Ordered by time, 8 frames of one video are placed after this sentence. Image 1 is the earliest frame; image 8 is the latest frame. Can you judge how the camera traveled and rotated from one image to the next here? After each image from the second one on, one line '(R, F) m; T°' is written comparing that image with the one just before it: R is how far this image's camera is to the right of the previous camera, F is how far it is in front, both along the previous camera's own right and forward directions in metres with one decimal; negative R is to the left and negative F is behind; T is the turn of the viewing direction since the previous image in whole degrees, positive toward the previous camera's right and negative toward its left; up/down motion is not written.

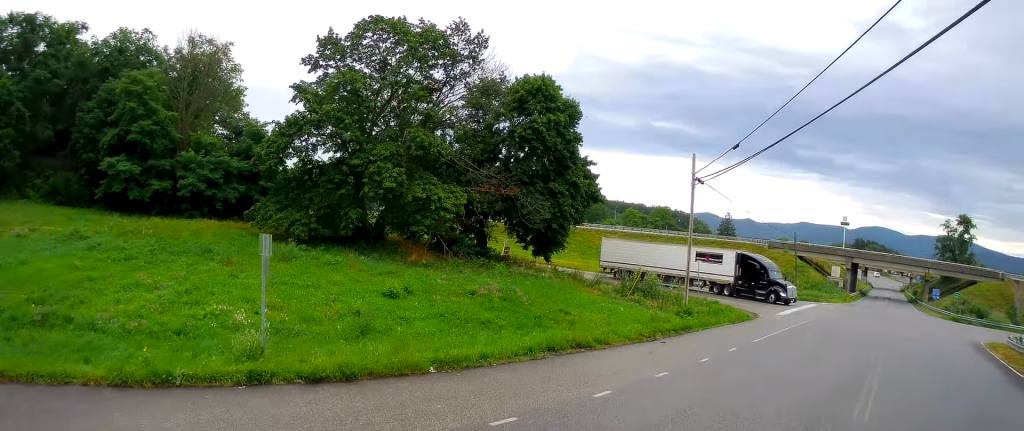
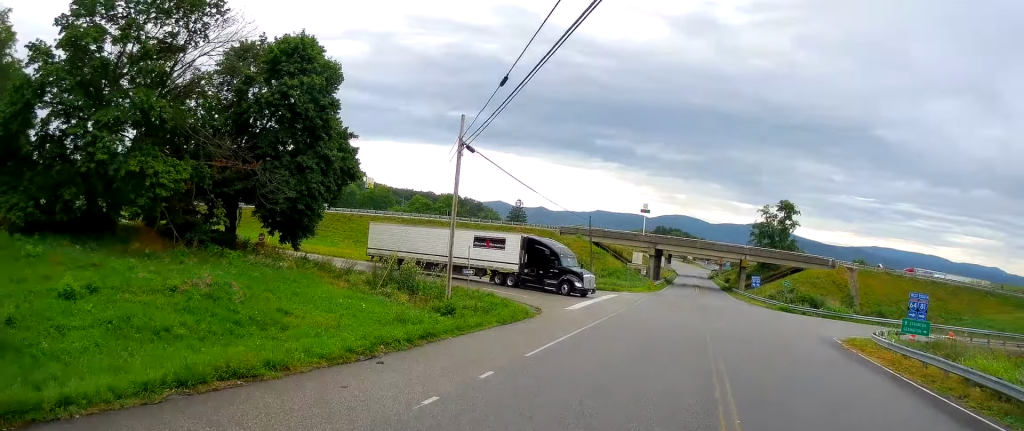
(+1.2, +6.3) m; +19°
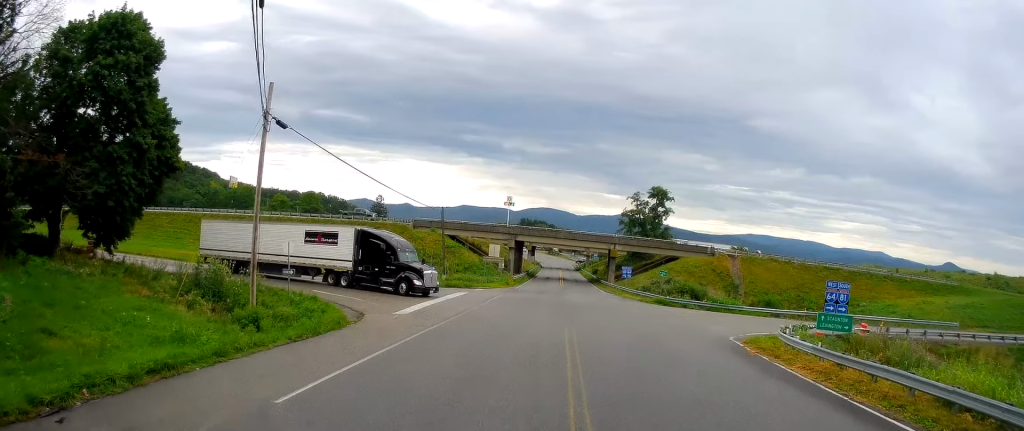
(+0.3, +5.6) m; +5°
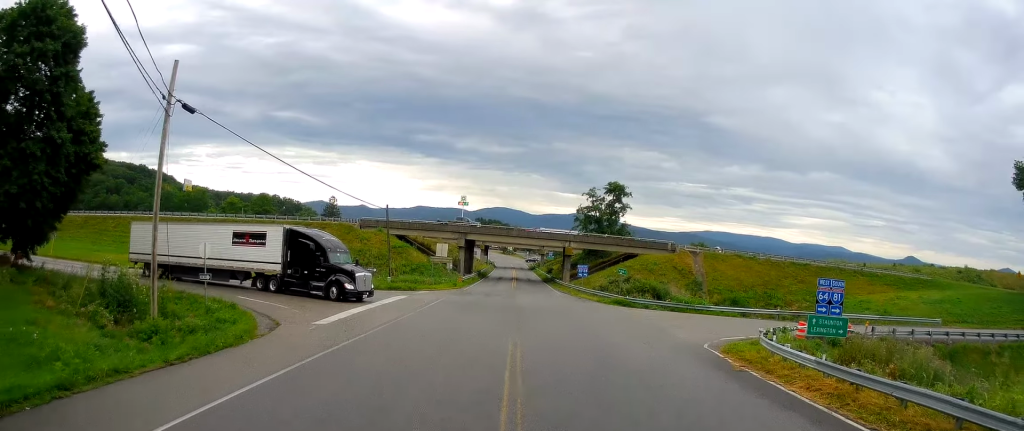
(+0.1, +3.6) m; +4°
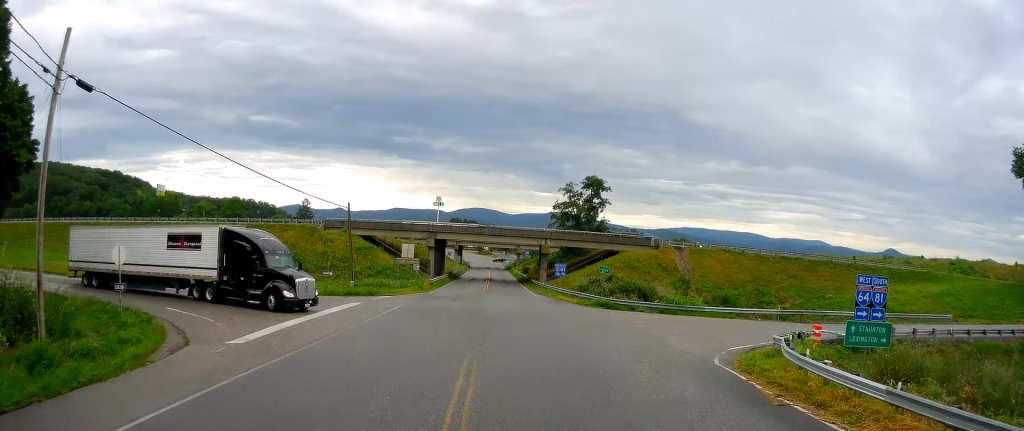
(+0.2, +4.4) m; +4°
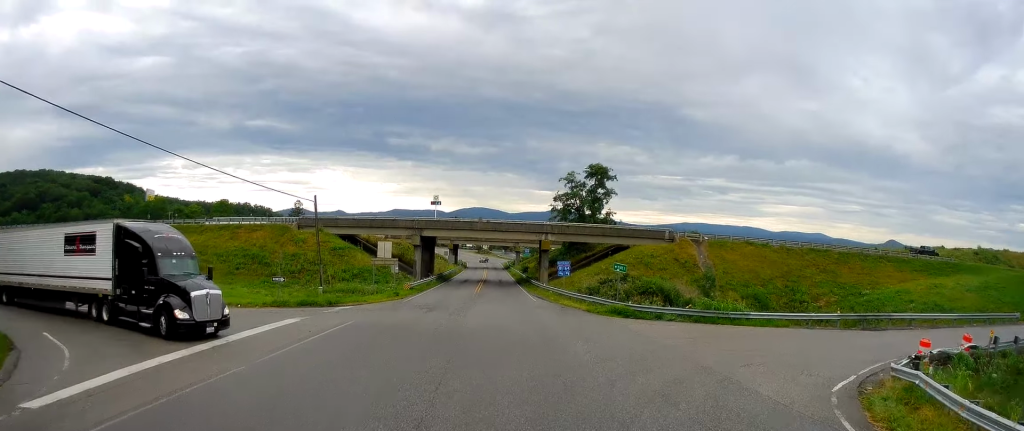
(+0.4, +8.7) m; +9°
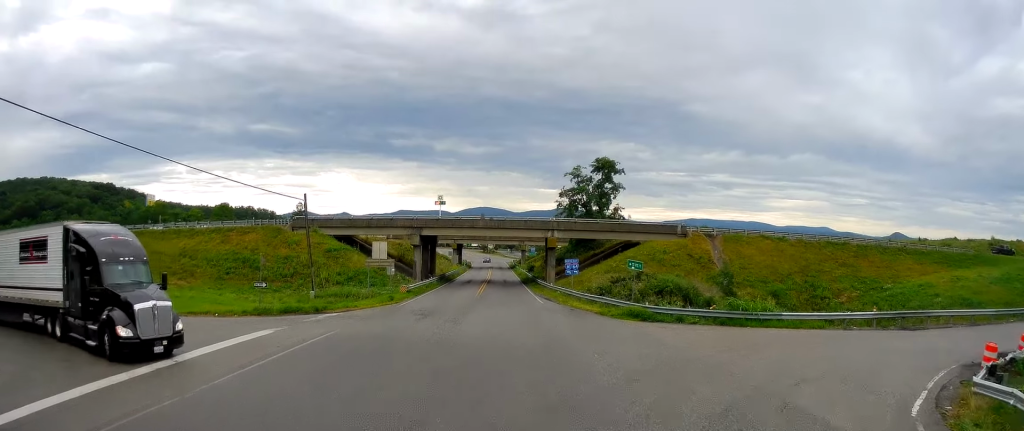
(+0.3, +3.5) m; -3°
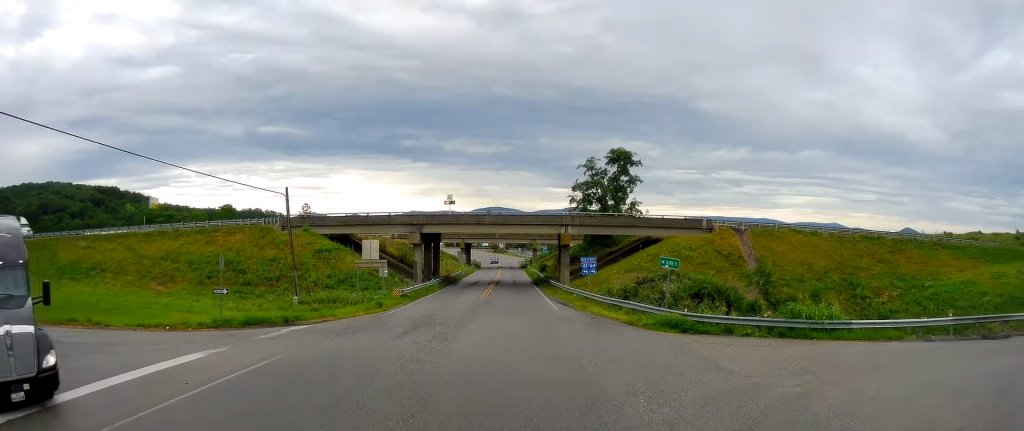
(-0.1, +5.6) m; -4°
